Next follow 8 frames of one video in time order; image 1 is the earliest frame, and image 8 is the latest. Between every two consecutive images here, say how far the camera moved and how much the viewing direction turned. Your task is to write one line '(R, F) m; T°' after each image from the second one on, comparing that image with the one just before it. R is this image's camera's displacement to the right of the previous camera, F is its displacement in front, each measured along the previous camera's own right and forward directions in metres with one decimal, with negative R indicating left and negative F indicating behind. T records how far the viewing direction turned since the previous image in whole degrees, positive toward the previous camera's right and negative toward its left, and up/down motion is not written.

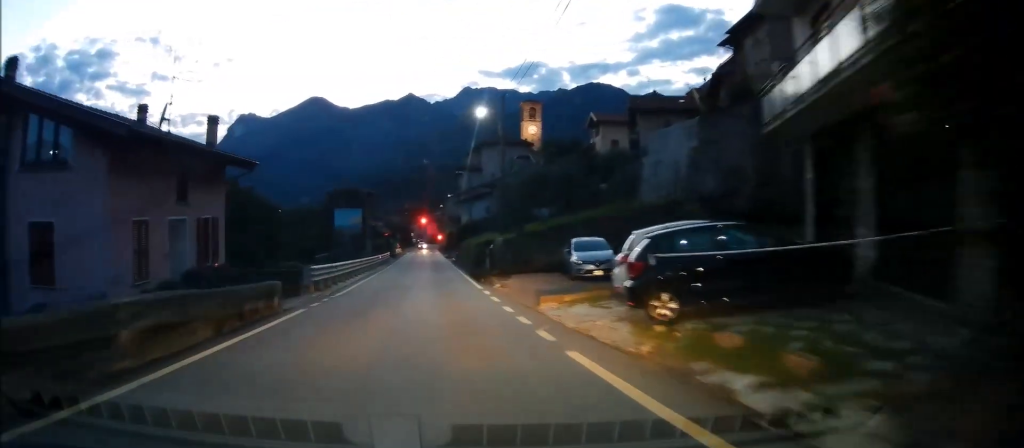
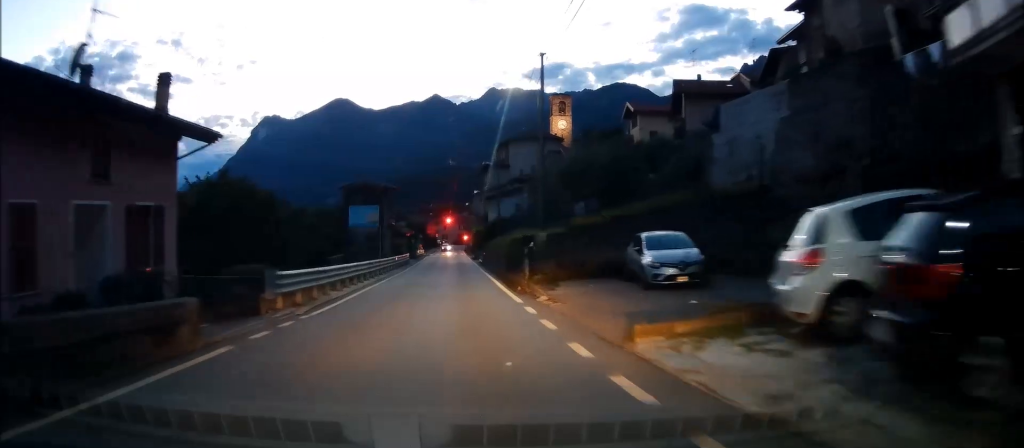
(-0.3, +6.4) m; -2°
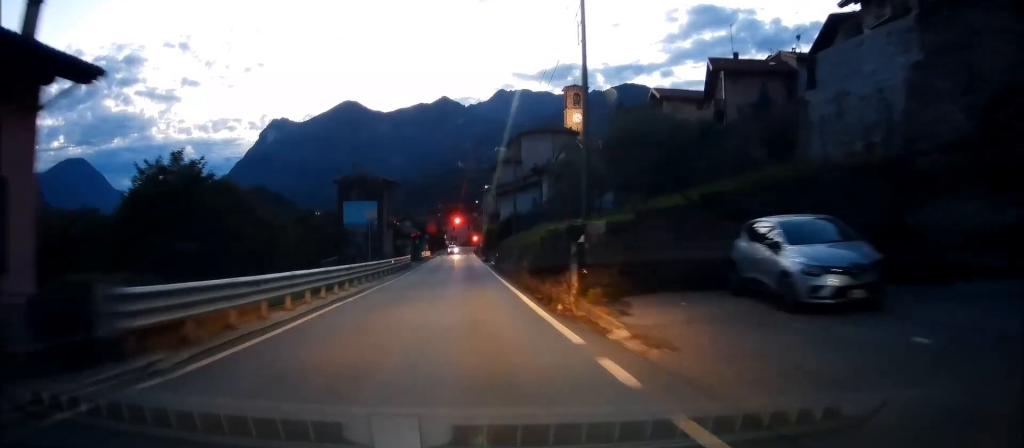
(+0.1, +7.7) m; +1°
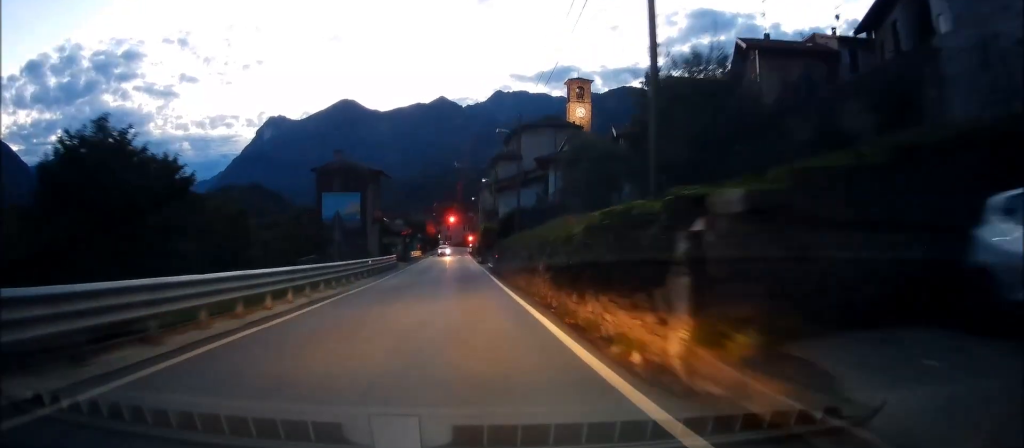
(0.0, +6.9) m; 0°
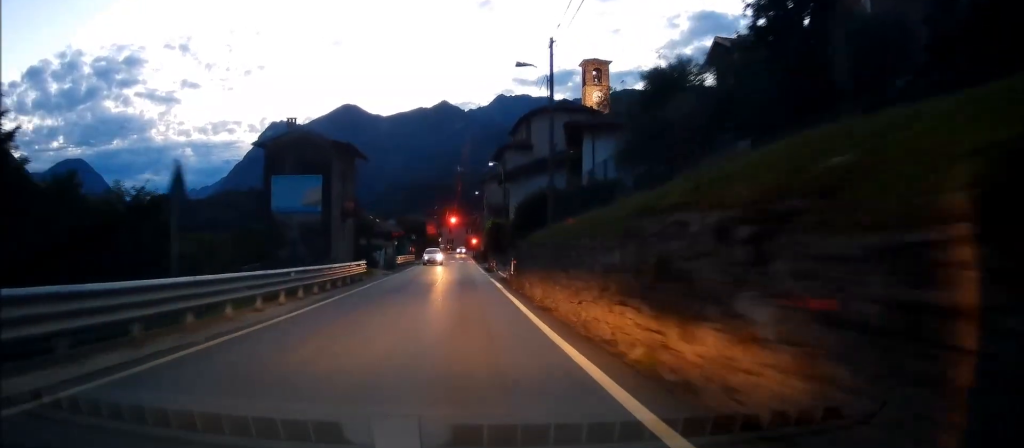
(0.0, +14.1) m; 0°
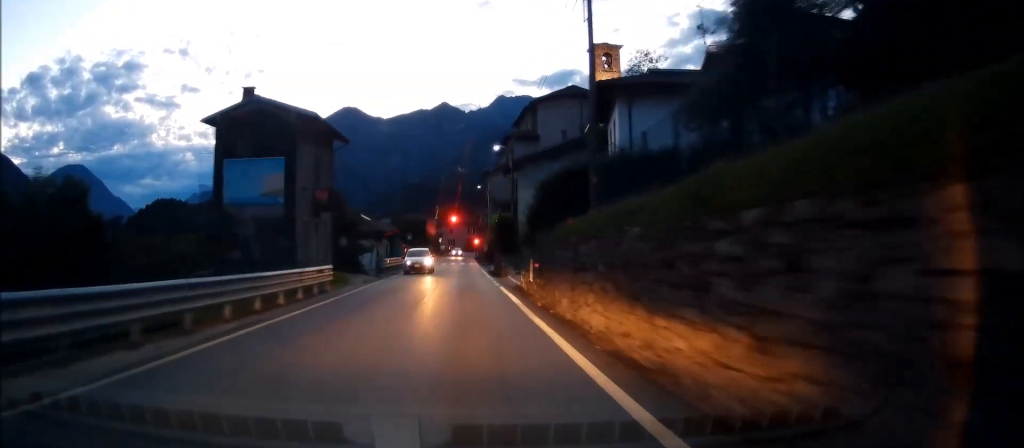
(0.0, +7.8) m; 0°
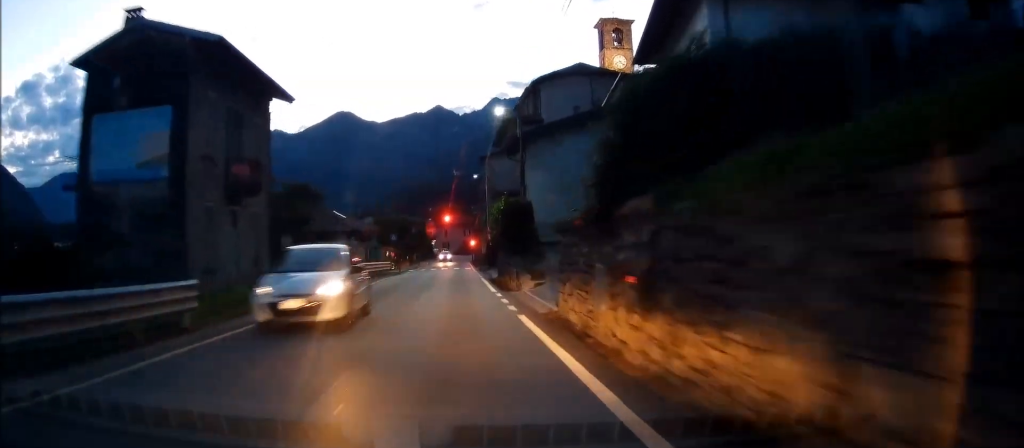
(0.0, +11.5) m; +1°
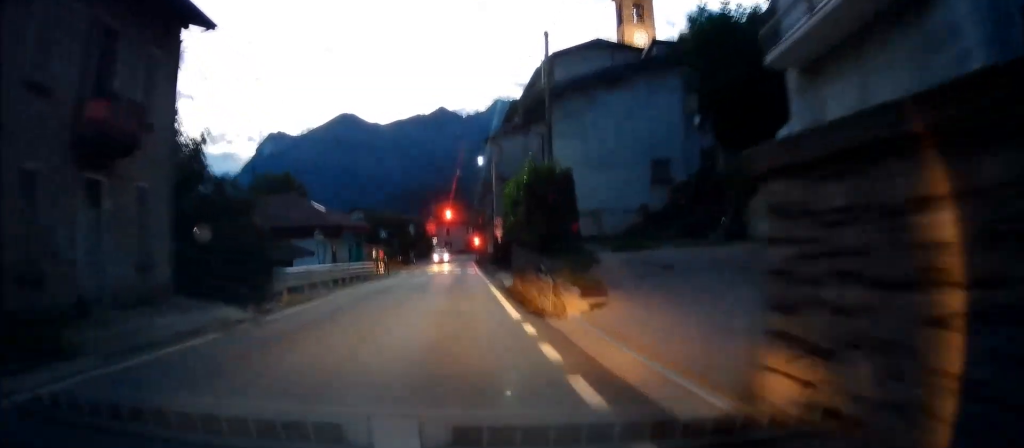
(+0.1, +9.3) m; 0°
